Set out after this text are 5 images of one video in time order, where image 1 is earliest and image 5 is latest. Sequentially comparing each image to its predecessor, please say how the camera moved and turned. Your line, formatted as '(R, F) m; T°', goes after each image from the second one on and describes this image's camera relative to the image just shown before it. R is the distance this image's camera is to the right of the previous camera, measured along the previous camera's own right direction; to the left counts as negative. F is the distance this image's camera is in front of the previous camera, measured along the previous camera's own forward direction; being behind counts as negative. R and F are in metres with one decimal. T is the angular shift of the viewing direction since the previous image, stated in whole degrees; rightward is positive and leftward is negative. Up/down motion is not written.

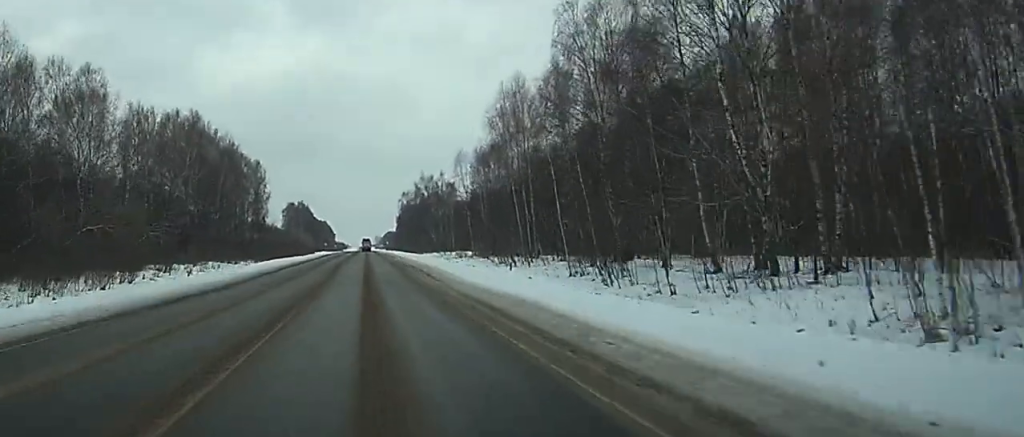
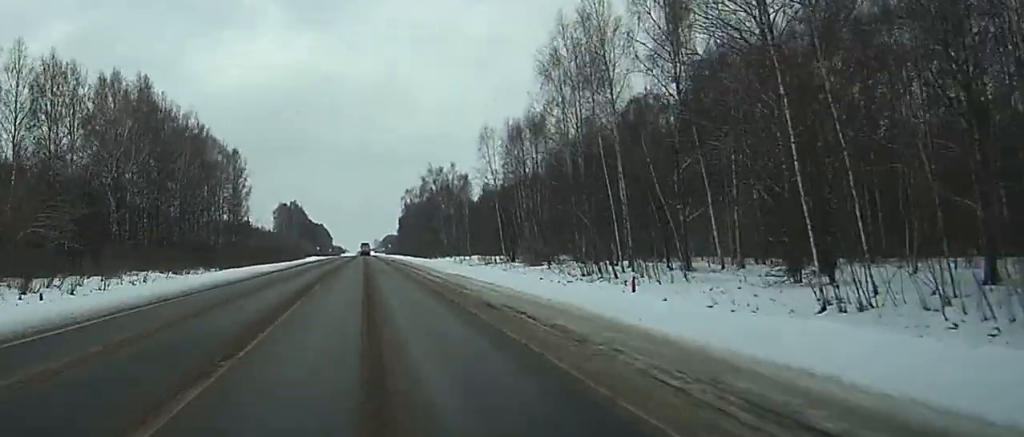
(-0.4, +41.1) m; +4°
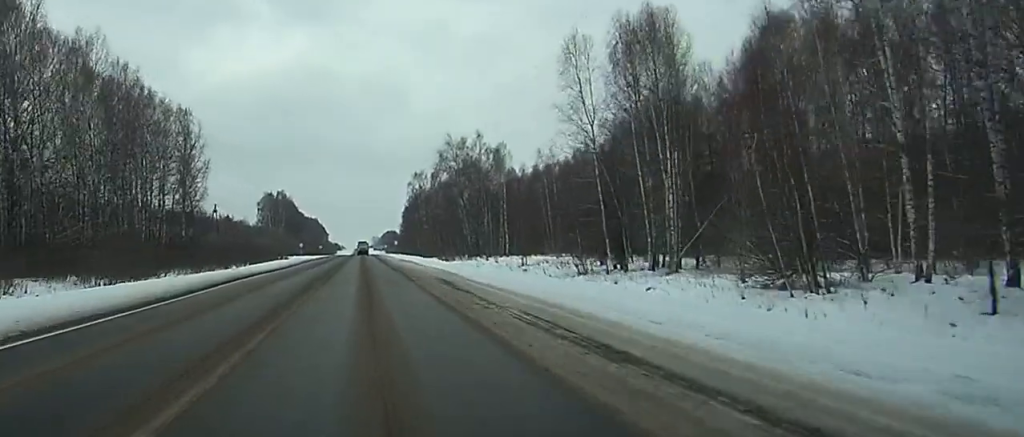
(+2.2, +52.3) m; -1°
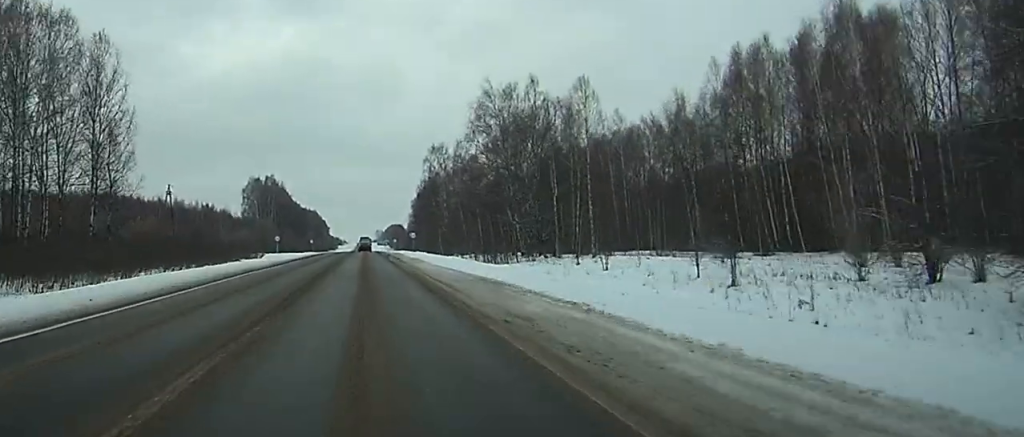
(0.0, +48.7) m; 0°
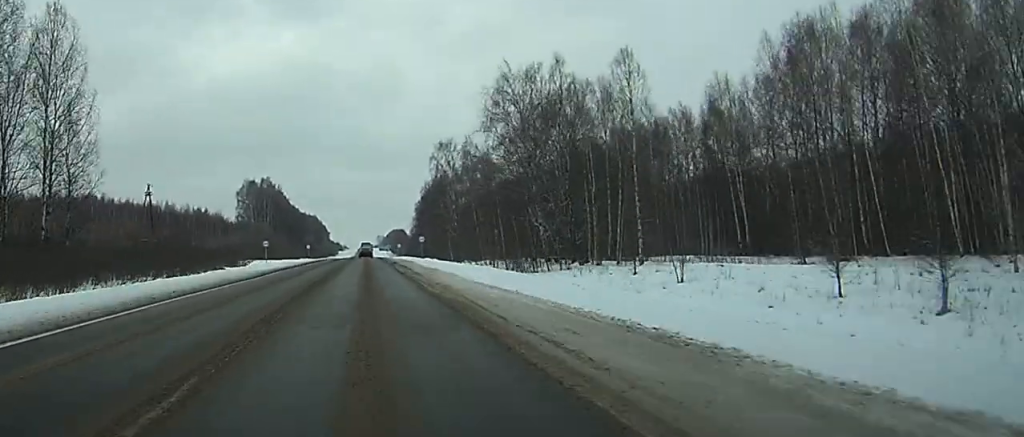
(0.0, +14.5) m; 0°
